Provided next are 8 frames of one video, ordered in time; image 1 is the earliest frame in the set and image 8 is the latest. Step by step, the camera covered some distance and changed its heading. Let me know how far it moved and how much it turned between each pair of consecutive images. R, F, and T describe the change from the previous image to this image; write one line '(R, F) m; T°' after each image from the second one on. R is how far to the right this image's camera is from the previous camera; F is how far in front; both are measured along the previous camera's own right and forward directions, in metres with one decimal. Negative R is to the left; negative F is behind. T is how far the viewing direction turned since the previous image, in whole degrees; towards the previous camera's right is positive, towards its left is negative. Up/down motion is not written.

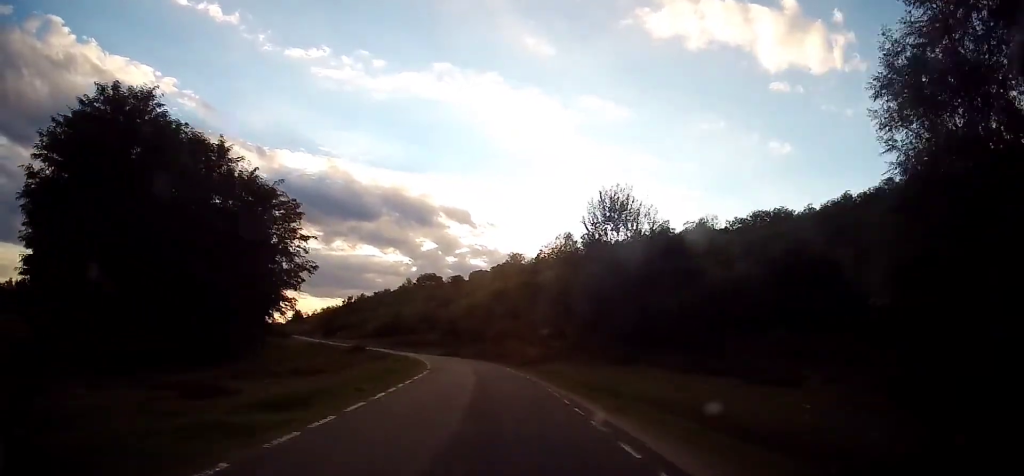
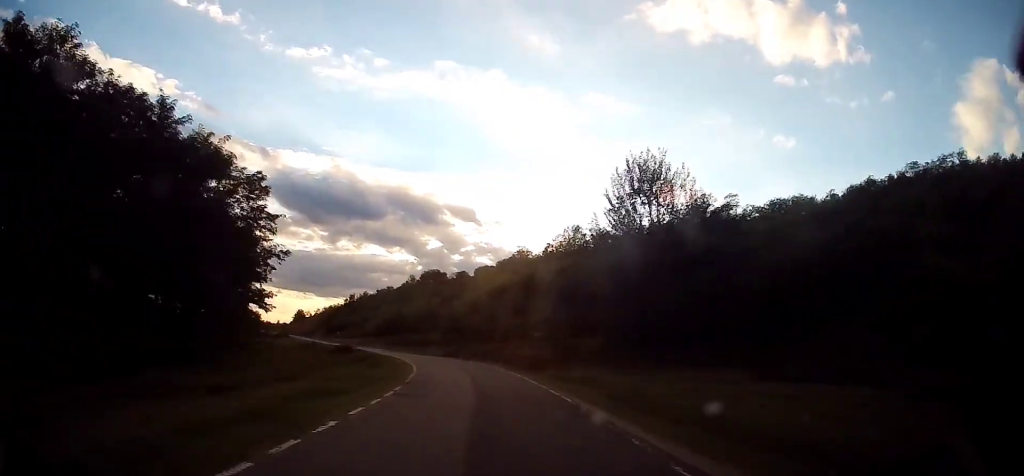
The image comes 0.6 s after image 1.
(-0.1, +8.6) m; -2°
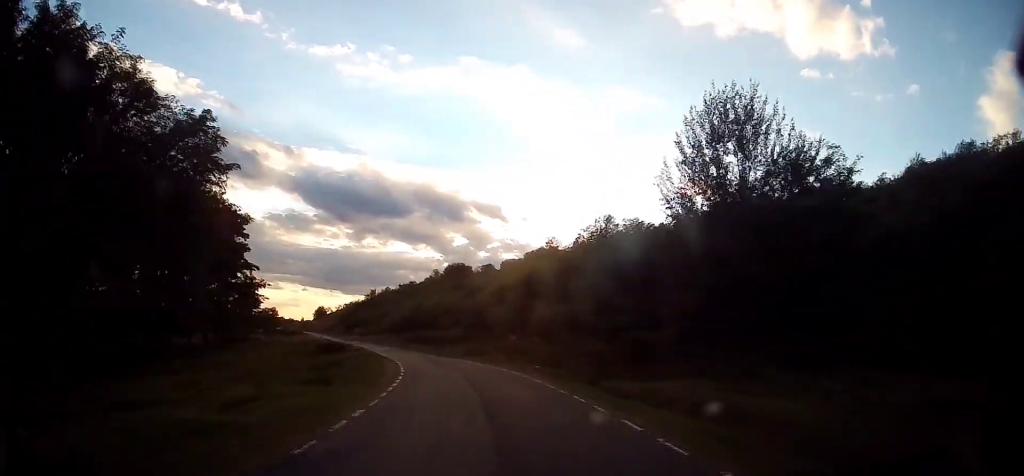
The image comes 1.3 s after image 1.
(-0.4, +11.6) m; -2°
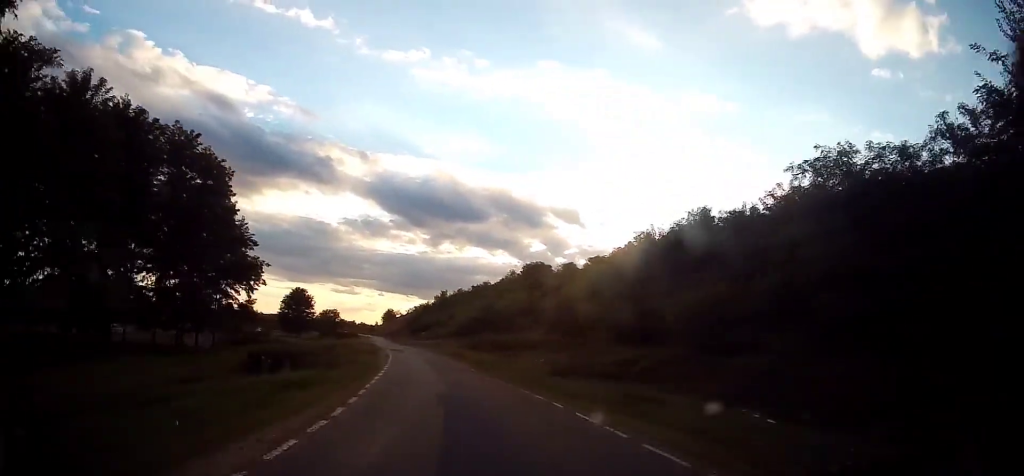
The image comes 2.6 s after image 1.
(-0.3, +21.1) m; -5°
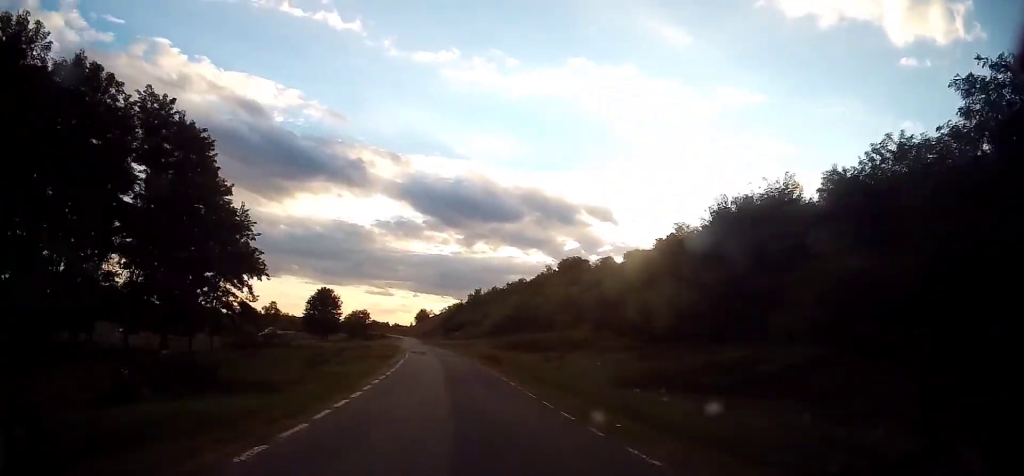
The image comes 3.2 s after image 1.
(-0.5, +8.7) m; -4°
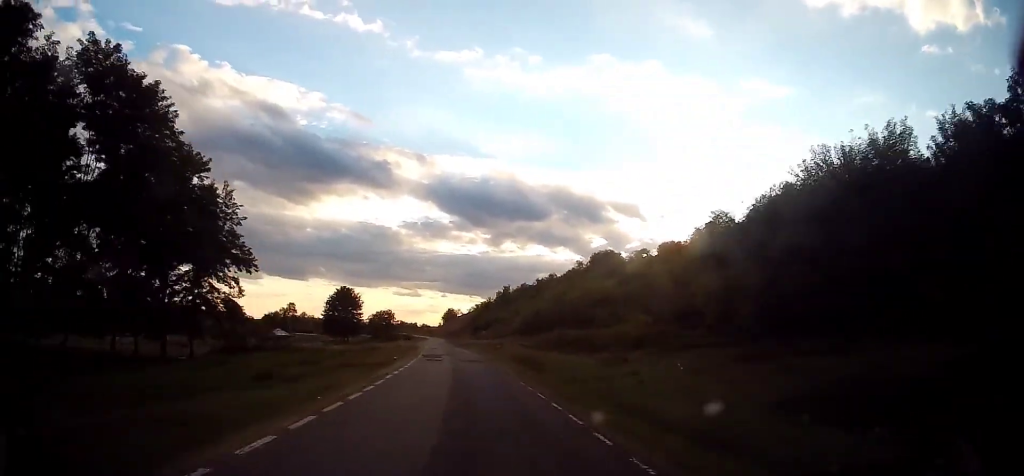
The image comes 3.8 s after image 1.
(-0.2, +9.4) m; -4°
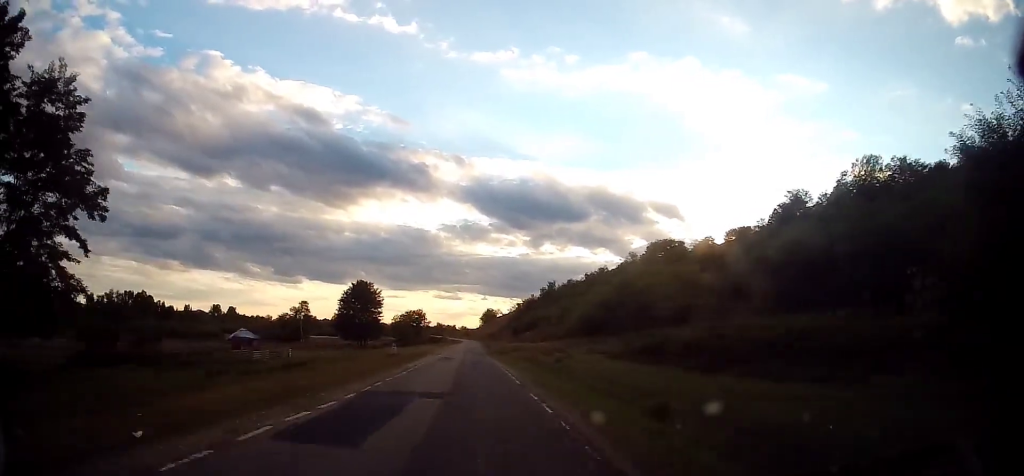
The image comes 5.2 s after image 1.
(-1.3, +24.9) m; -5°
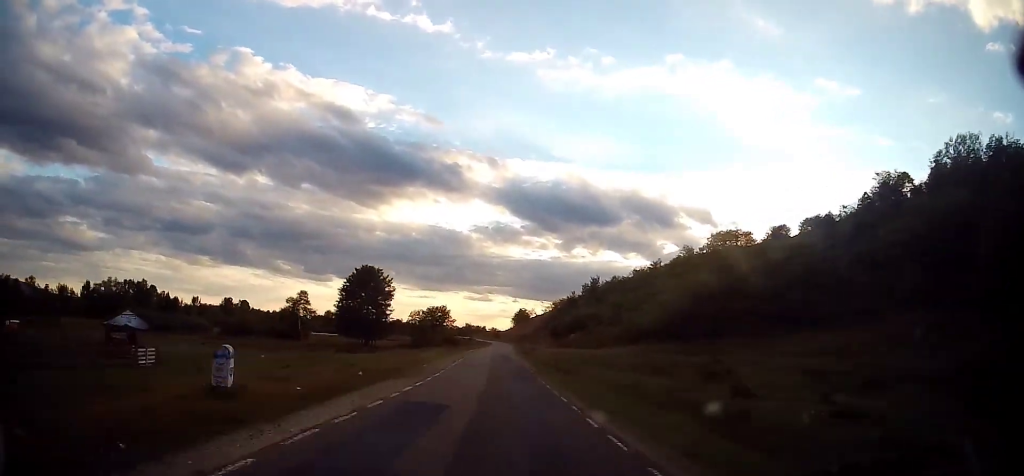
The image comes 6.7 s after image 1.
(-1.1, +26.3) m; -4°
